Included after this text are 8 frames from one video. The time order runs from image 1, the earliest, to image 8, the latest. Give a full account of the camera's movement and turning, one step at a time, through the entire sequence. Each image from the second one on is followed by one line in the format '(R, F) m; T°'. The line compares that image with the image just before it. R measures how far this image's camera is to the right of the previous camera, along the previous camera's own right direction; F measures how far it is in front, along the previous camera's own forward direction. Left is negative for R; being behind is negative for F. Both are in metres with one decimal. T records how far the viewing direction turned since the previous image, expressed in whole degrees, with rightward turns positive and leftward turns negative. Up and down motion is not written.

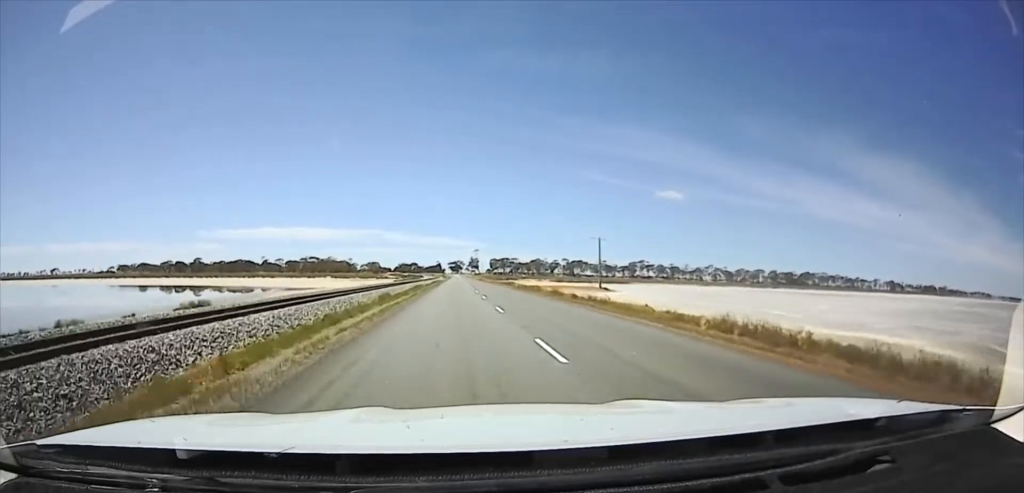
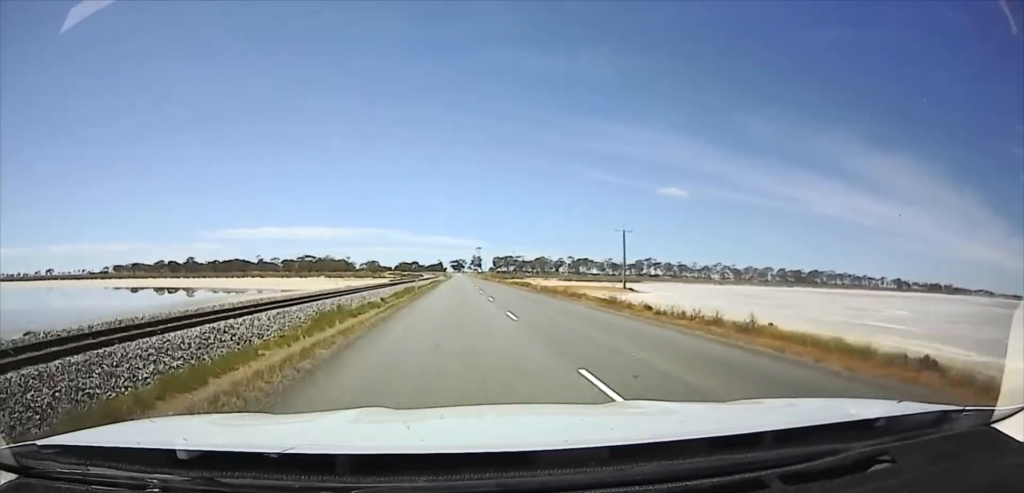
(0.0, +10.5) m; 0°
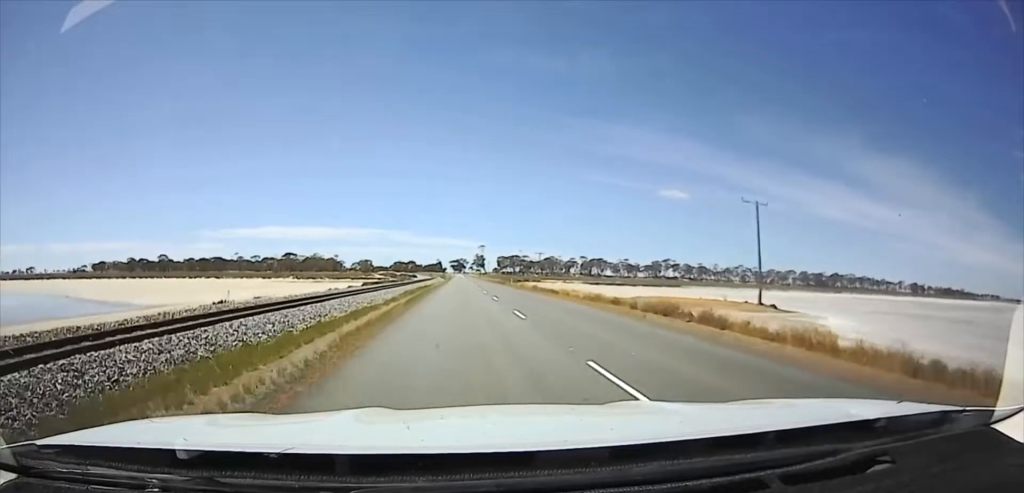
(+0.1, +31.2) m; +1°
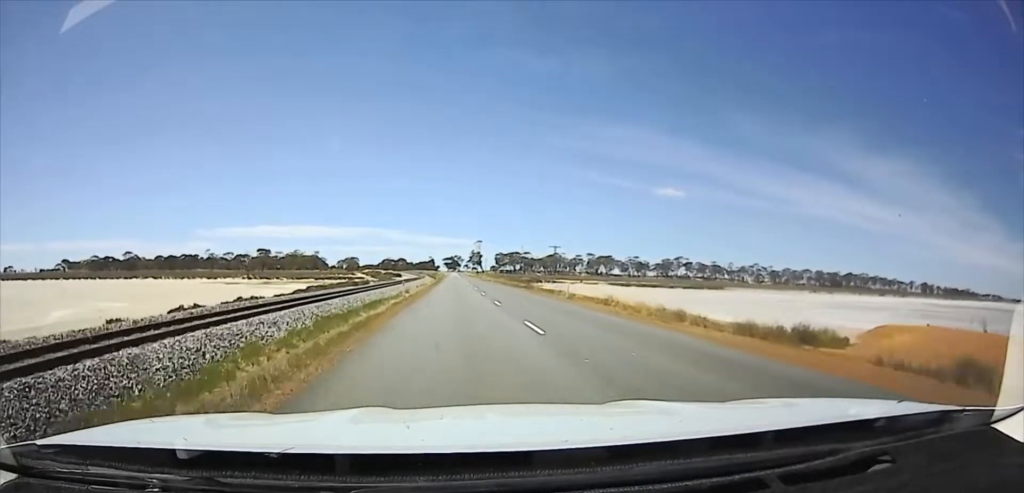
(+0.3, +33.5) m; +1°
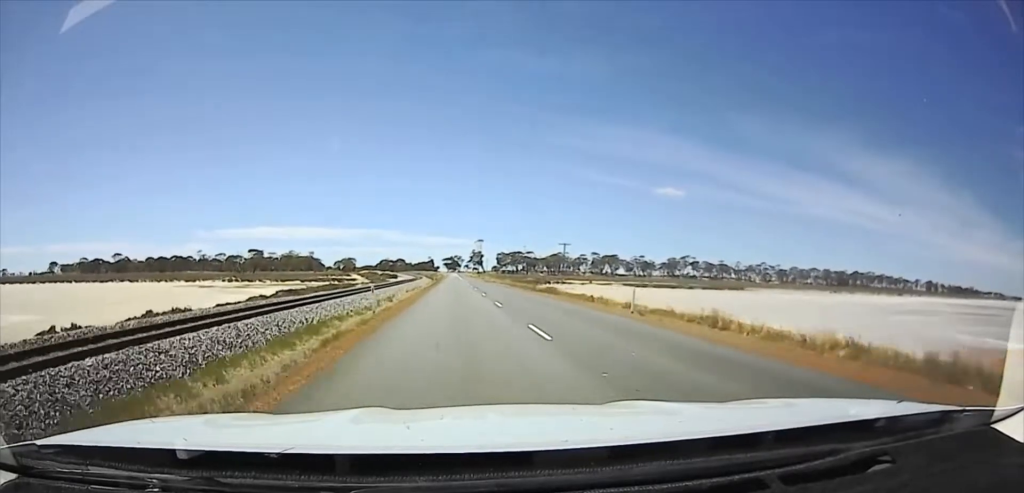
(0.0, +10.8) m; 0°
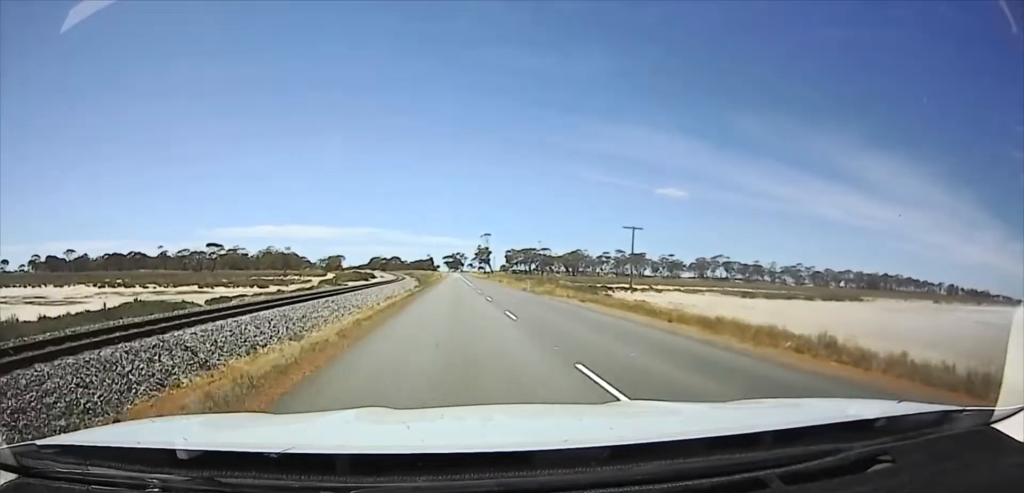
(-0.5, +48.8) m; -1°
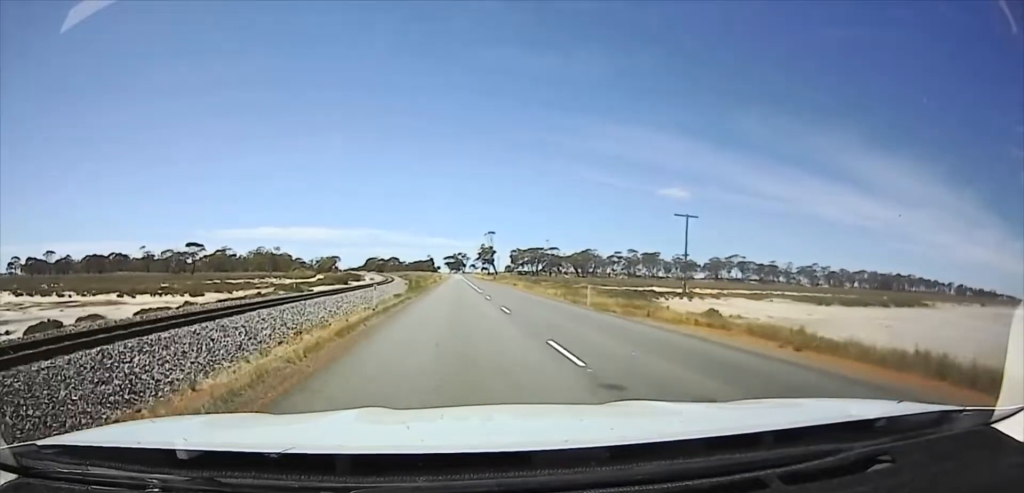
(-0.1, +17.4) m; 0°
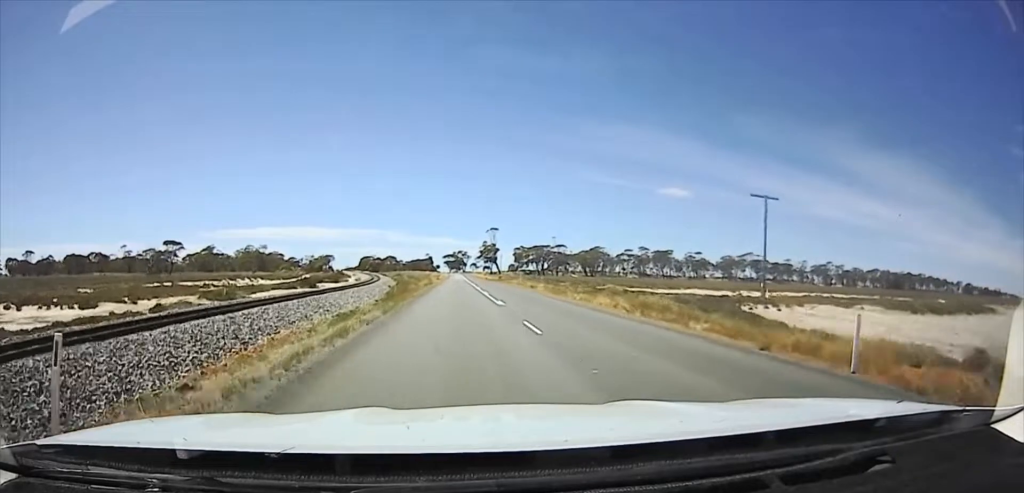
(0.0, +17.3) m; 0°
